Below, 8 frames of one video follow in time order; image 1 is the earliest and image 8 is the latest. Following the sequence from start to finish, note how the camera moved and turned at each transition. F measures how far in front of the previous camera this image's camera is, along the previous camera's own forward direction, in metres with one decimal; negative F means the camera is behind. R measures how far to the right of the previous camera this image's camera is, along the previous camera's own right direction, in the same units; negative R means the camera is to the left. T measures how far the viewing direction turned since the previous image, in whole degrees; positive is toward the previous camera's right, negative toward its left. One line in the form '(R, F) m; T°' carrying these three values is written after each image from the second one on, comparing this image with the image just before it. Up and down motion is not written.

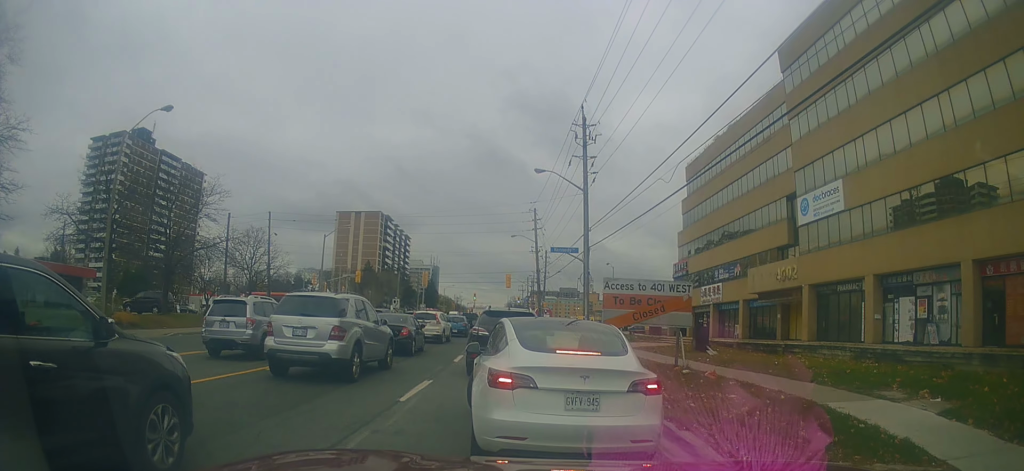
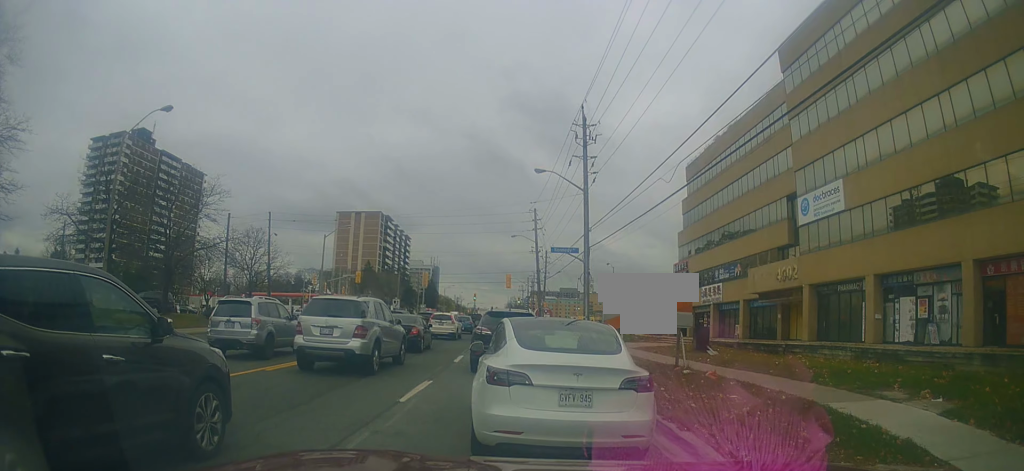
(0.0, 0.0) m; 0°
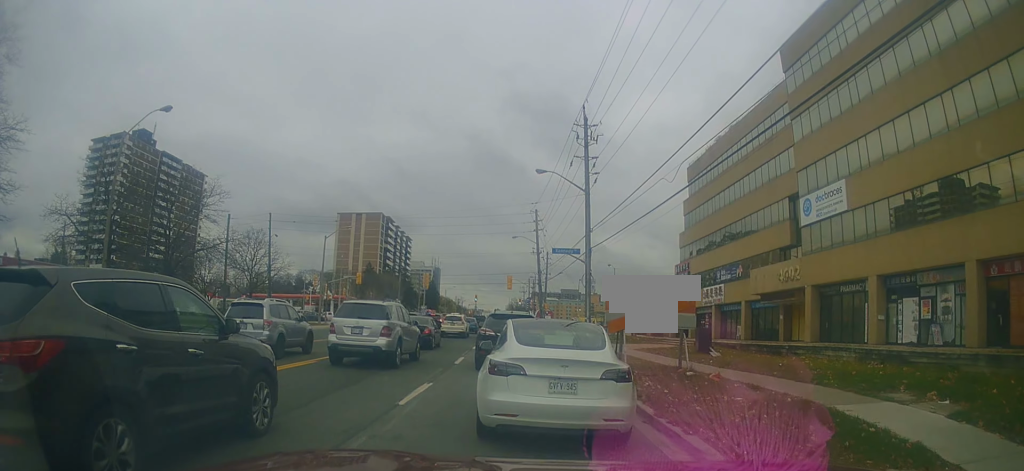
(0.0, 0.0) m; 0°
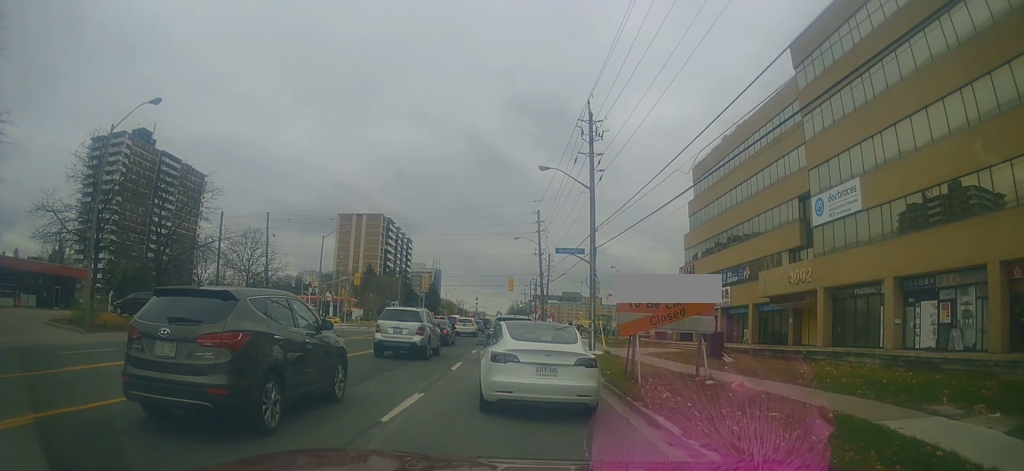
(+0.2, +0.5) m; 0°
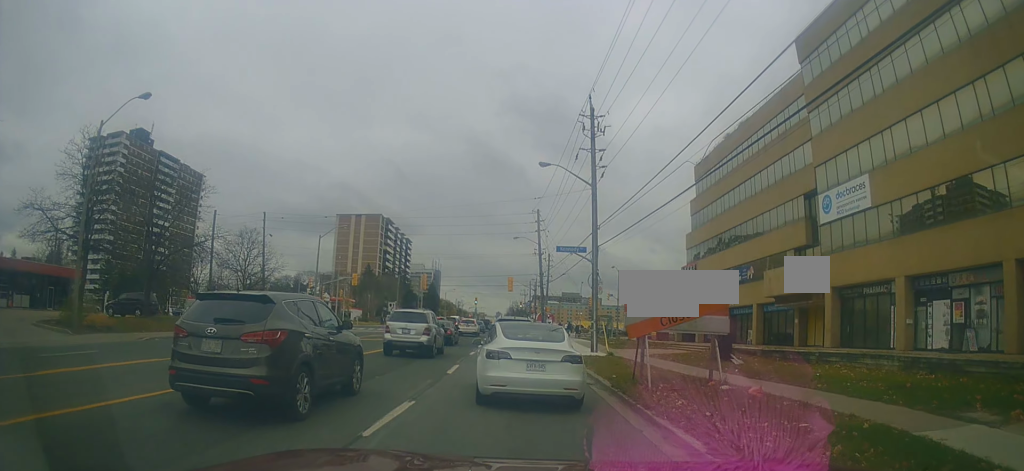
(+0.2, +0.7) m; +3°
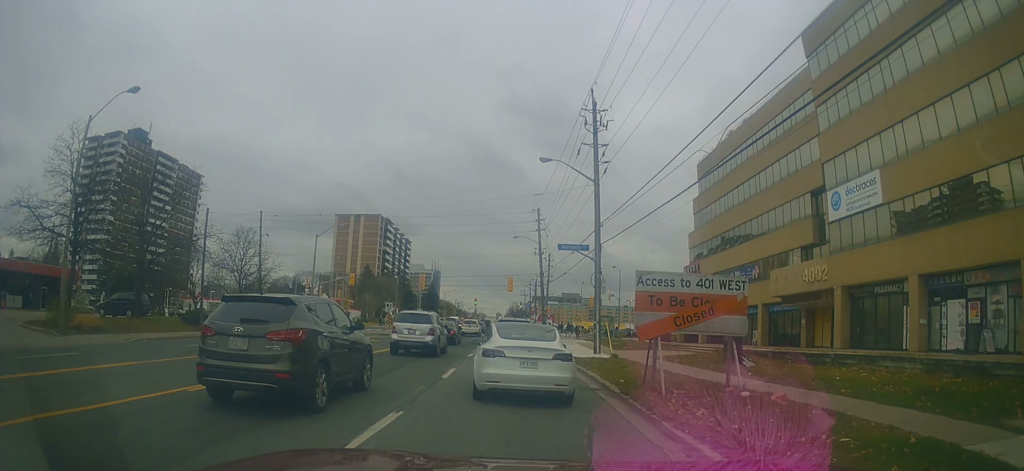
(+0.1, +0.6) m; +3°
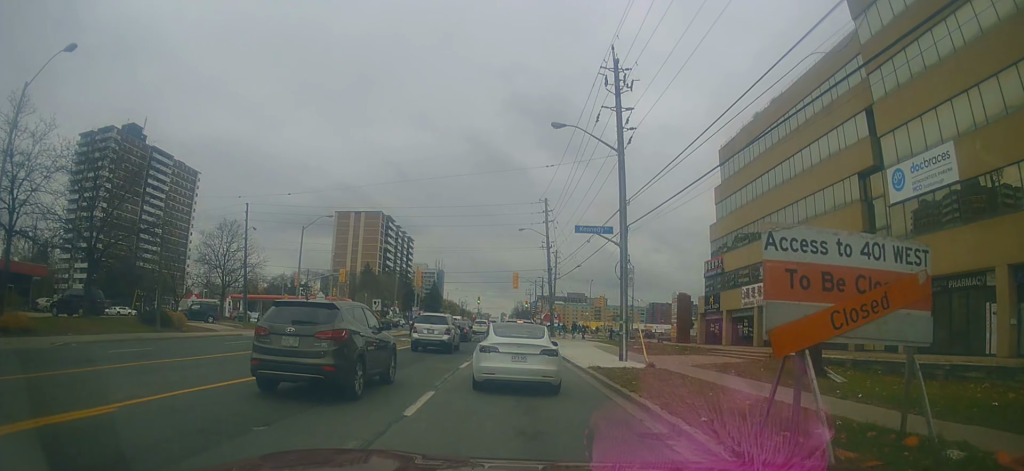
(-0.2, +5.0) m; +1°
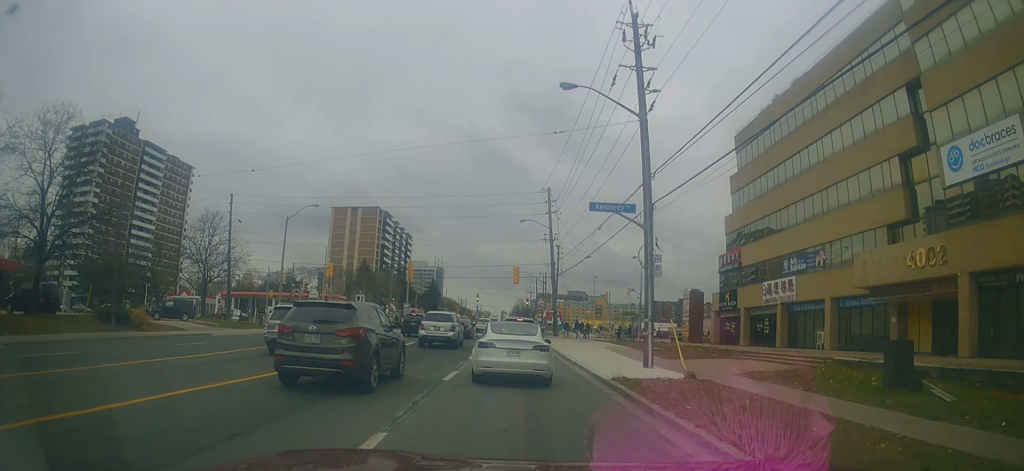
(+0.2, +4.5) m; +5°
